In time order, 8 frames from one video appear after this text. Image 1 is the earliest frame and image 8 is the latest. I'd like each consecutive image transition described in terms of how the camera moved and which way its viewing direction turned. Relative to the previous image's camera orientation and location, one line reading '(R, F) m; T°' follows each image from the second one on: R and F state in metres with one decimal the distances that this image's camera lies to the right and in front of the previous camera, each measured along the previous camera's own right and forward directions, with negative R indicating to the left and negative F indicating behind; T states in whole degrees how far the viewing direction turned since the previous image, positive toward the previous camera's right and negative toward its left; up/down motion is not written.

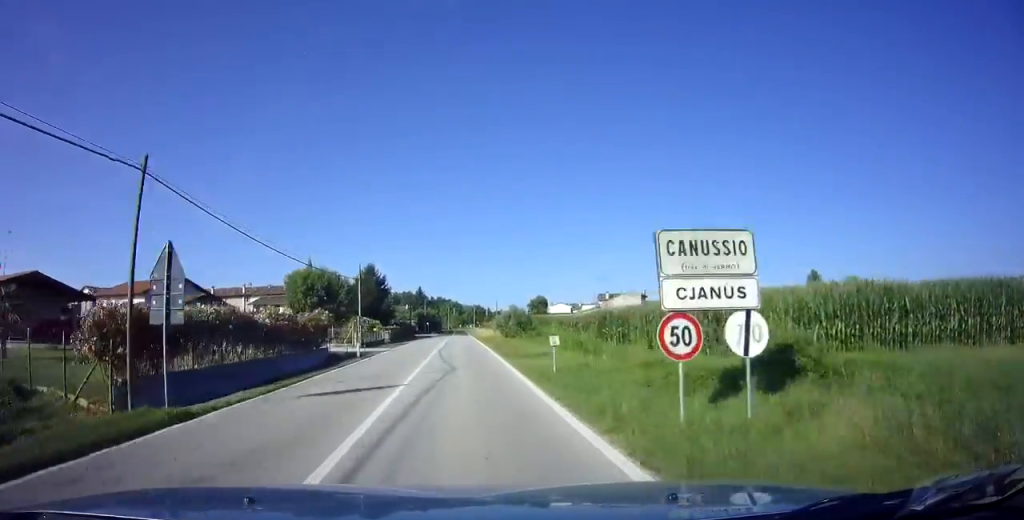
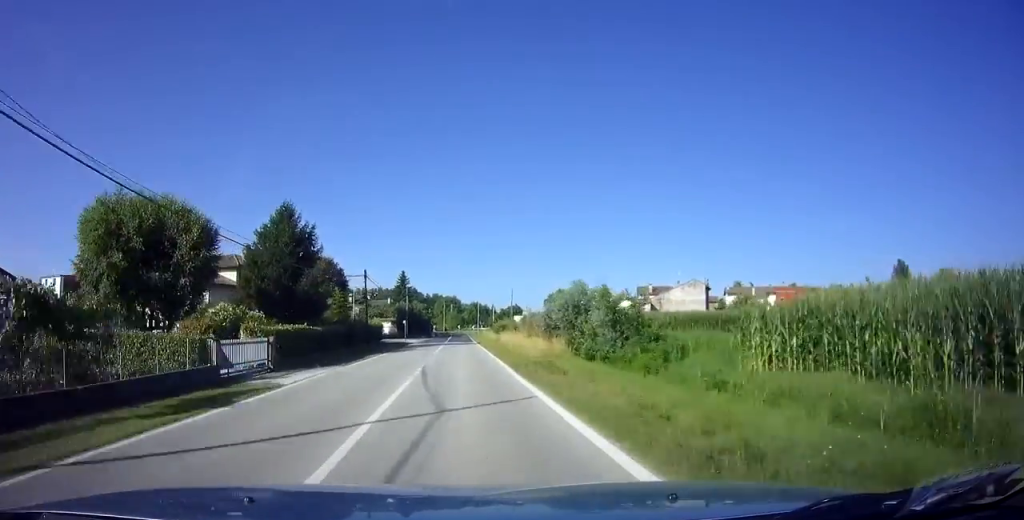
(+0.1, +36.5) m; +1°
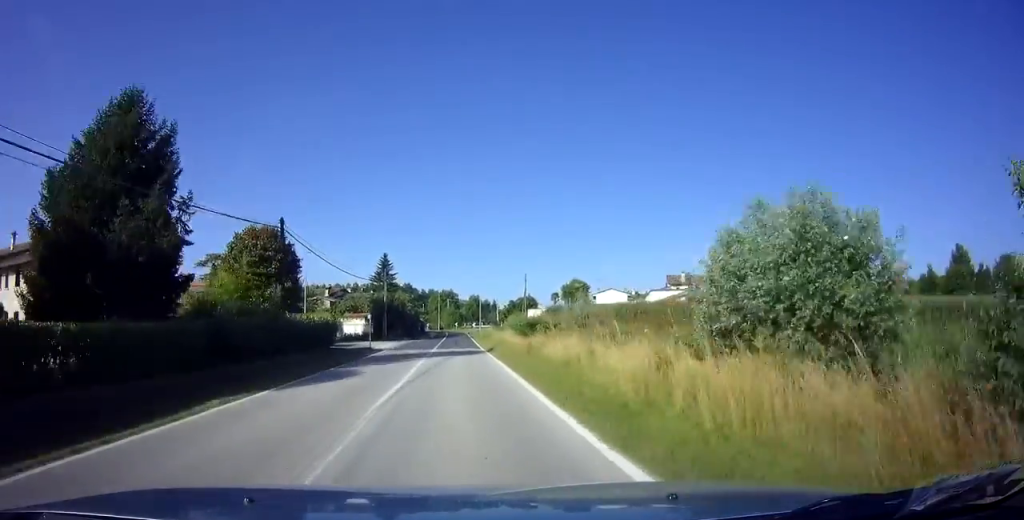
(+0.1, +20.4) m; 0°
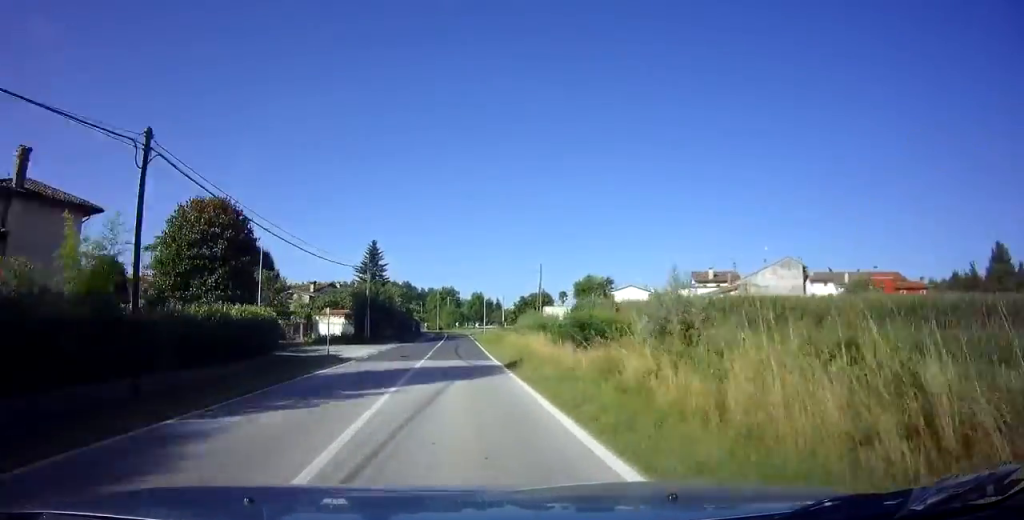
(0.0, +11.1) m; 0°
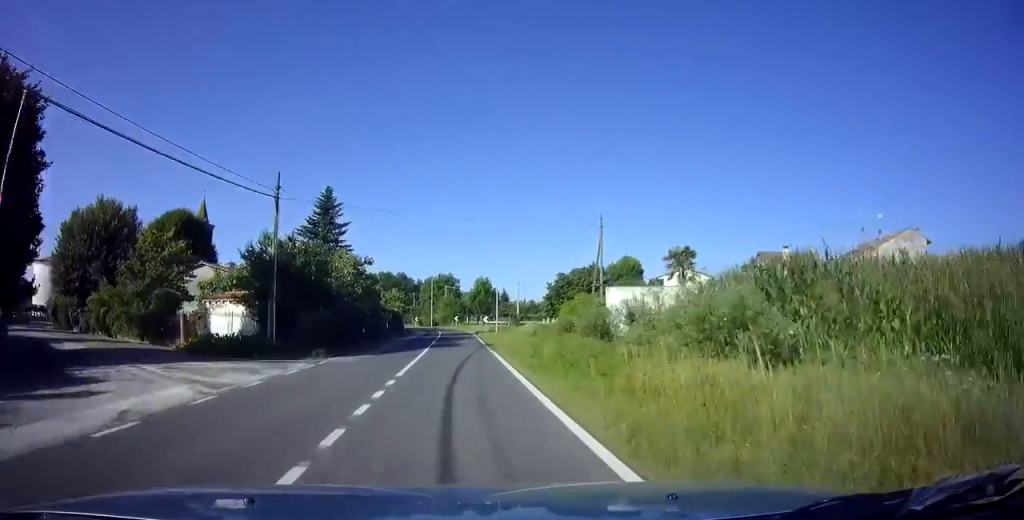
(+0.1, +22.6) m; 0°
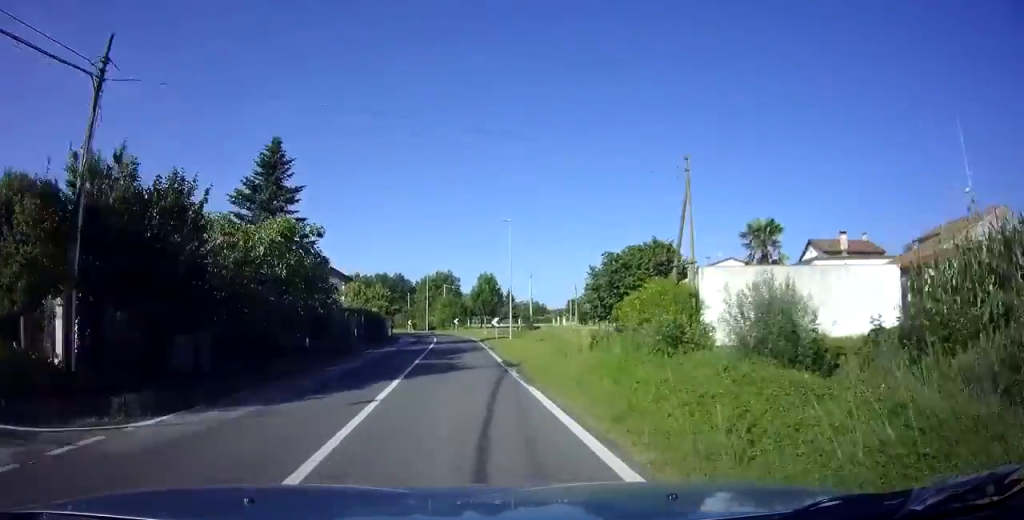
(+0.1, +12.5) m; 0°
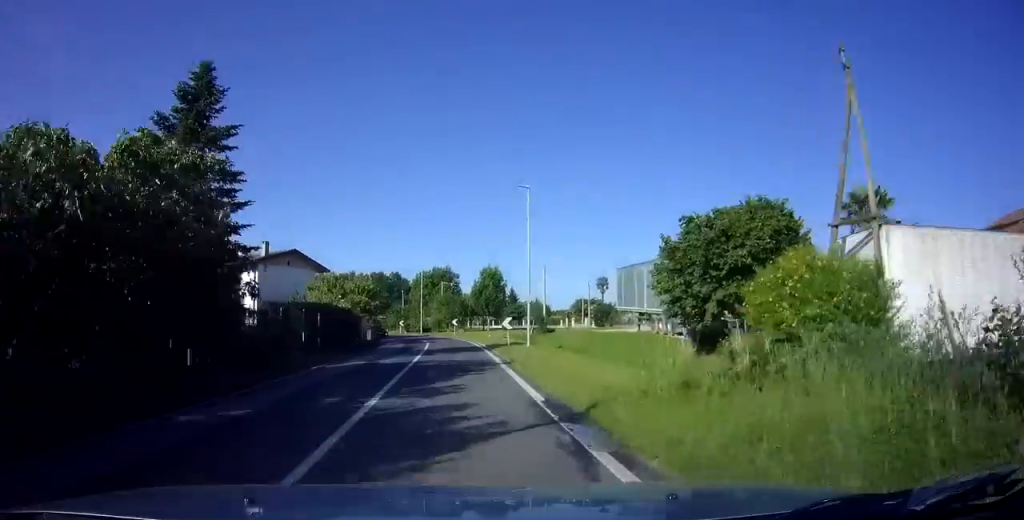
(-0.1, +9.2) m; -1°
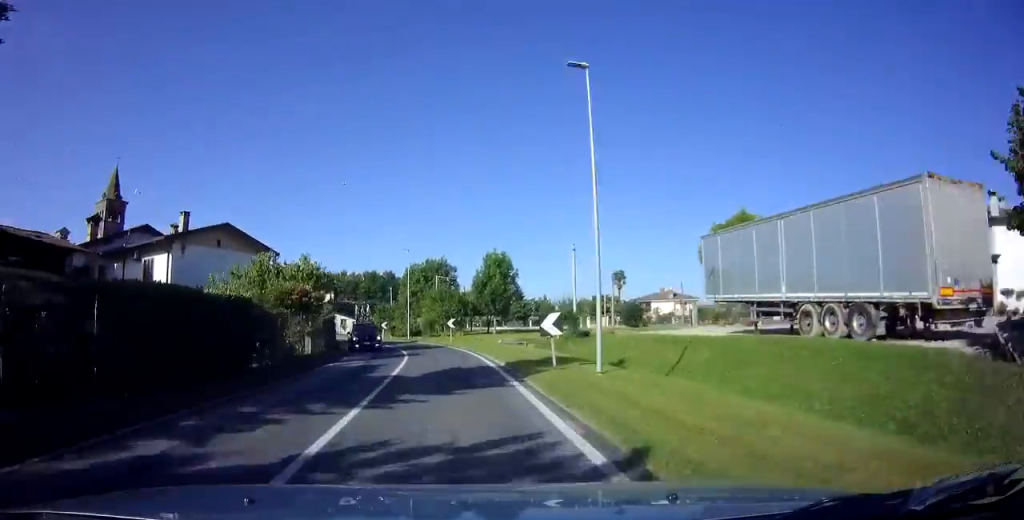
(-0.1, +13.8) m; -1°
